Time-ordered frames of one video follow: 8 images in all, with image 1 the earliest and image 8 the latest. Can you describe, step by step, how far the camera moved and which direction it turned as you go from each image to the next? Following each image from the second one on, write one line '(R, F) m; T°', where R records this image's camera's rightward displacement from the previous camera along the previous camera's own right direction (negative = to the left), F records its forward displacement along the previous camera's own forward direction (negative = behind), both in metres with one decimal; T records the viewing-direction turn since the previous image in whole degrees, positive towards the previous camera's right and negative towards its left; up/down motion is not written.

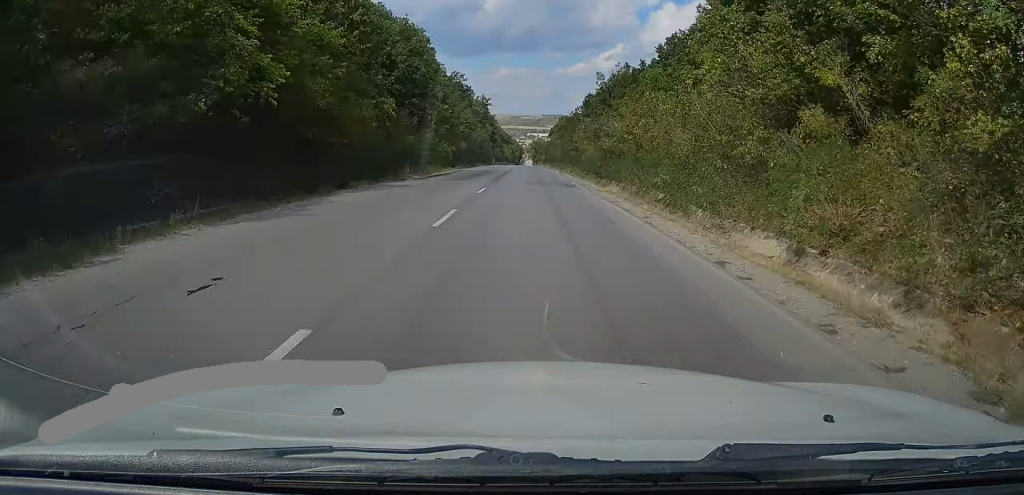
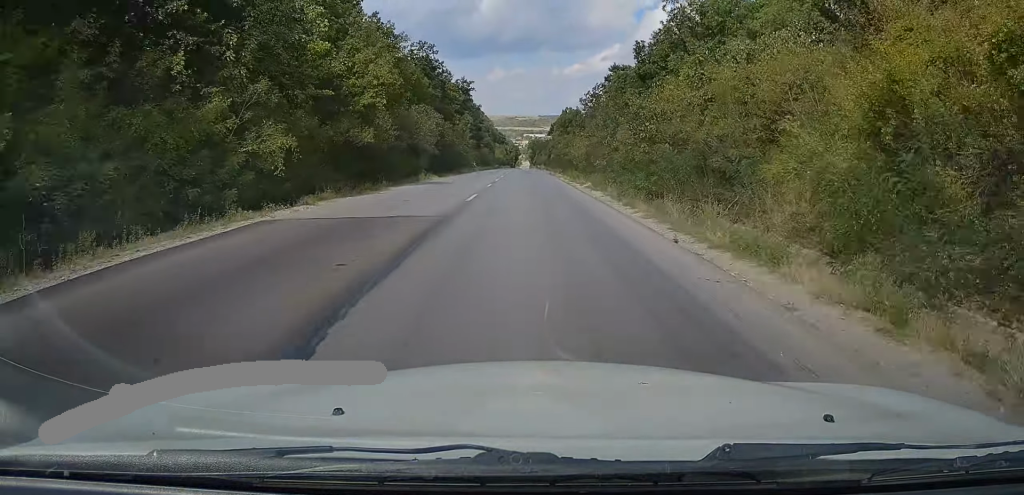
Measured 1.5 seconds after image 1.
(0.0, +37.5) m; 0°
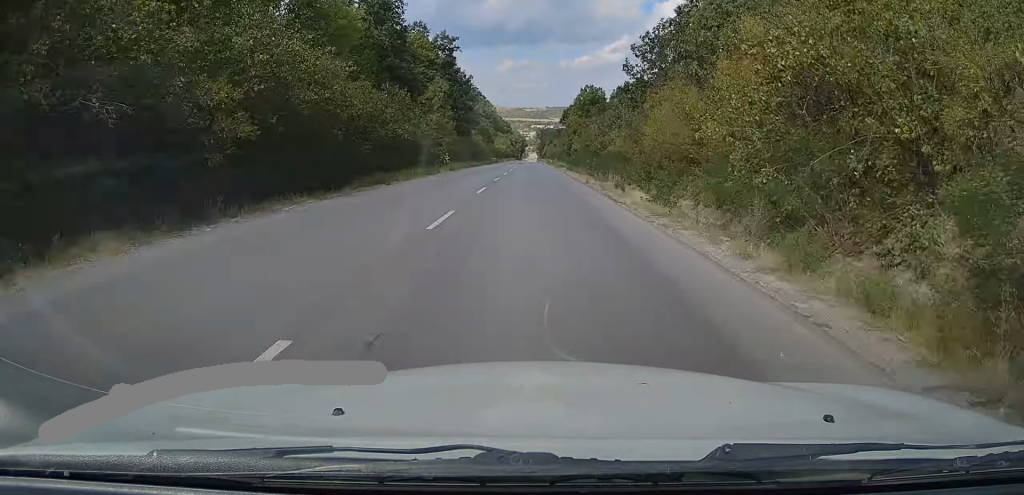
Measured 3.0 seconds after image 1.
(-0.1, +35.1) m; 0°
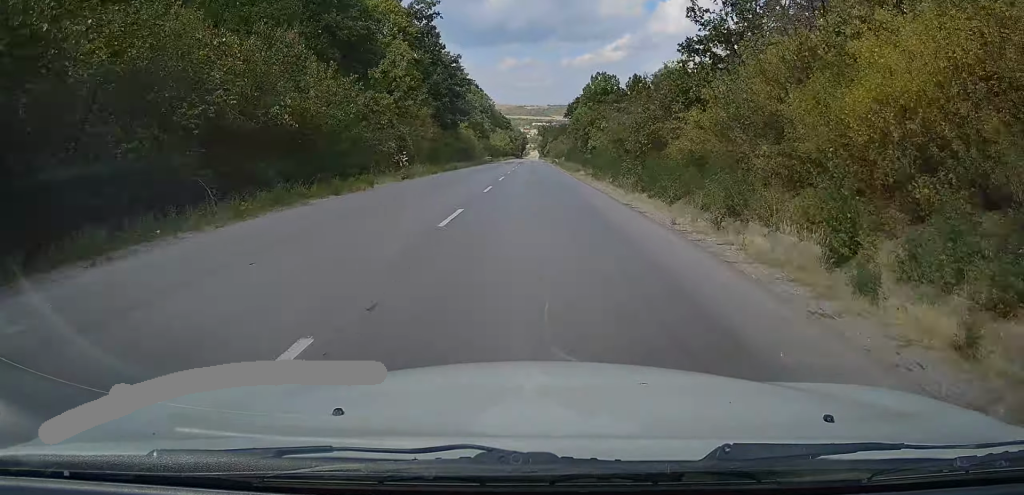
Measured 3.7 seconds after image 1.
(+0.2, +17.9) m; 0°
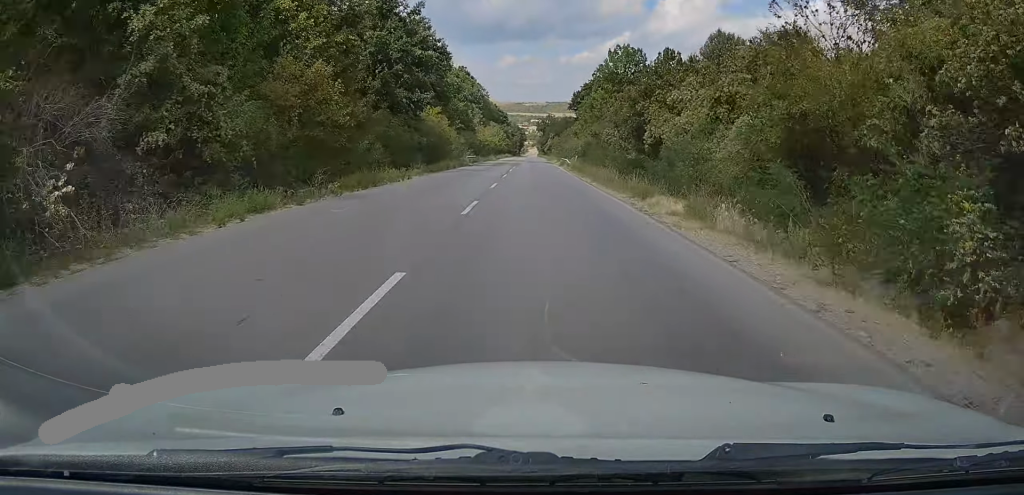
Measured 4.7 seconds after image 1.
(-0.3, +25.0) m; 0°
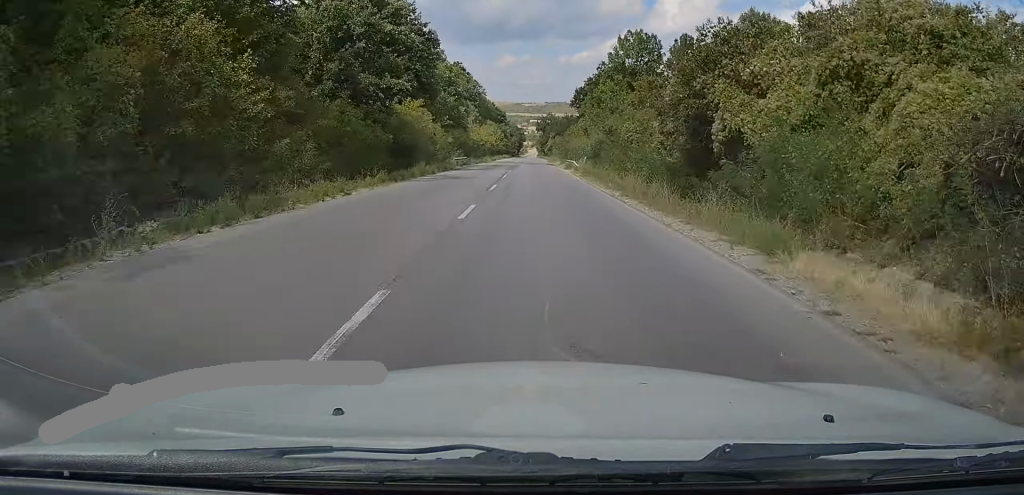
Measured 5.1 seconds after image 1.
(+0.2, +9.7) m; 0°
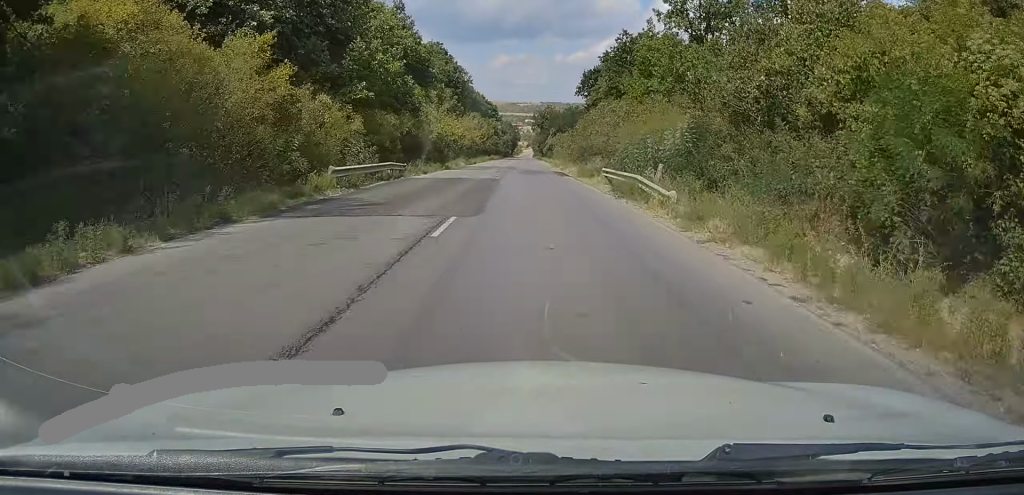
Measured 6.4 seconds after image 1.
(+0.2, +29.9) m; 0°
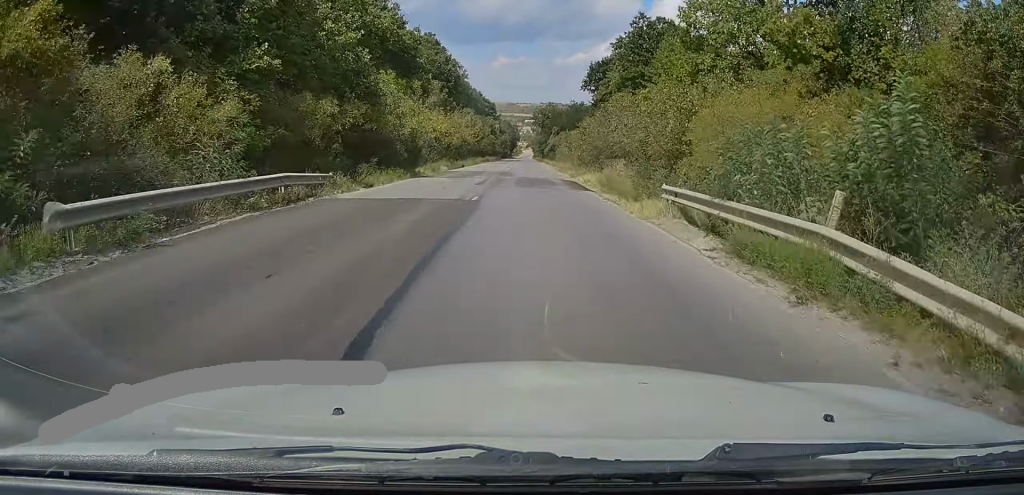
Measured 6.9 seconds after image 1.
(-0.1, +12.1) m; 0°
